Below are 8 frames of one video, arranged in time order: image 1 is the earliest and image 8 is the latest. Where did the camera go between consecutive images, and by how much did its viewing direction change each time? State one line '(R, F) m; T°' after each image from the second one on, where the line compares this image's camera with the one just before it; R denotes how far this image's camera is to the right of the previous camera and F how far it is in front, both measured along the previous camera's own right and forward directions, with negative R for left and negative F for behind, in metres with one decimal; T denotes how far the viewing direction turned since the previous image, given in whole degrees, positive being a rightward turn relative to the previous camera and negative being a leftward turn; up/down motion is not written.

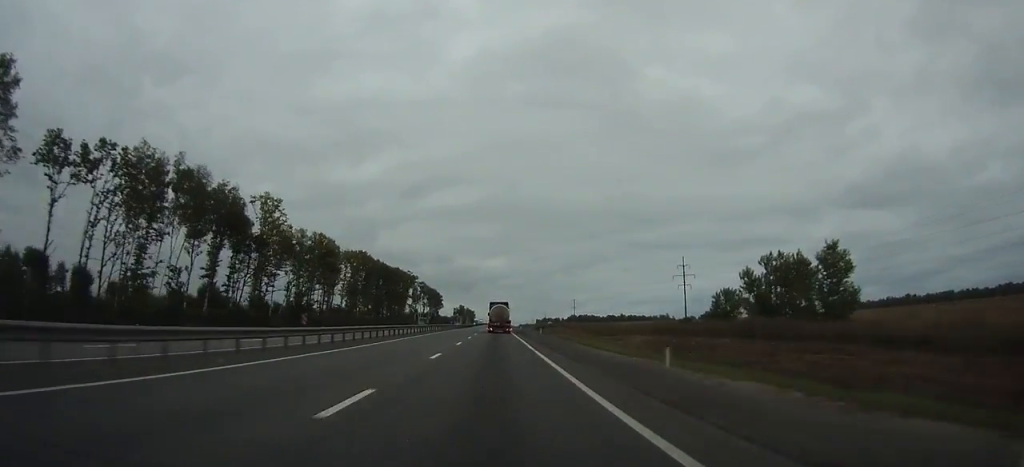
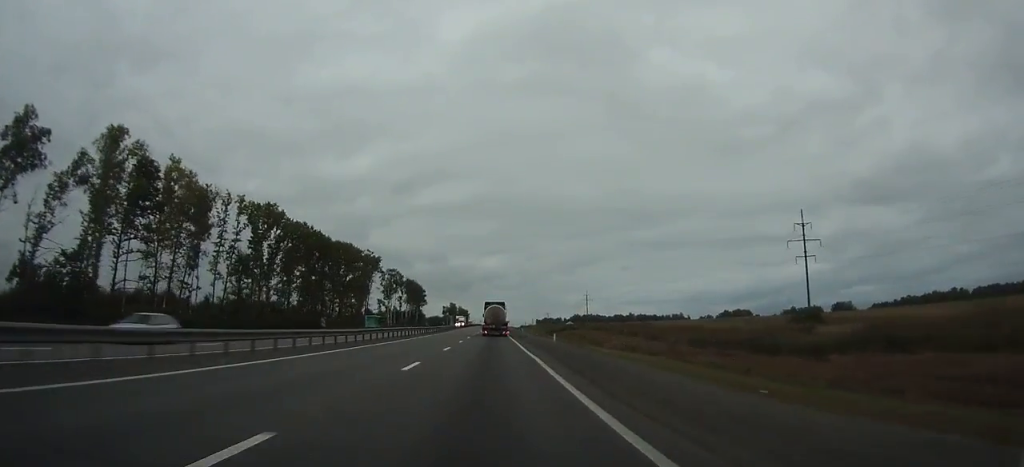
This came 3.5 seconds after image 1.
(0.0, +76.2) m; 0°
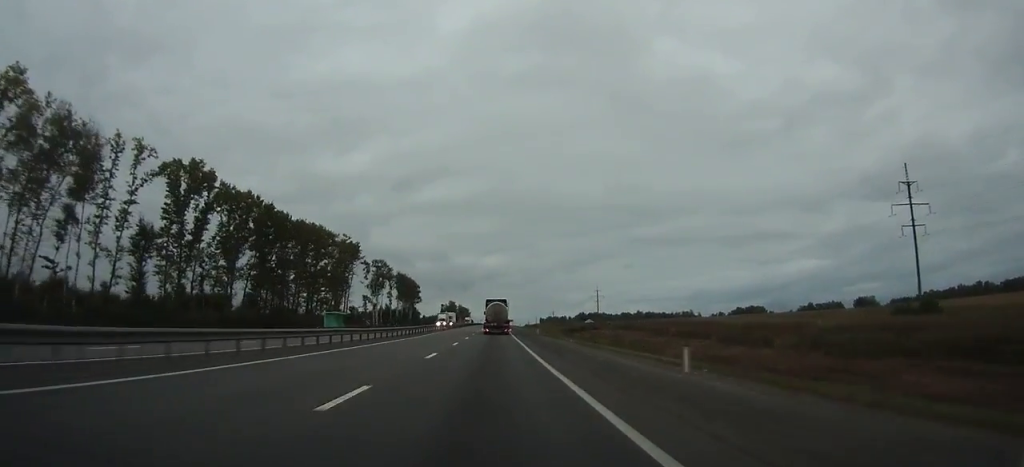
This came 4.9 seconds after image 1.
(-0.2, +31.7) m; 0°
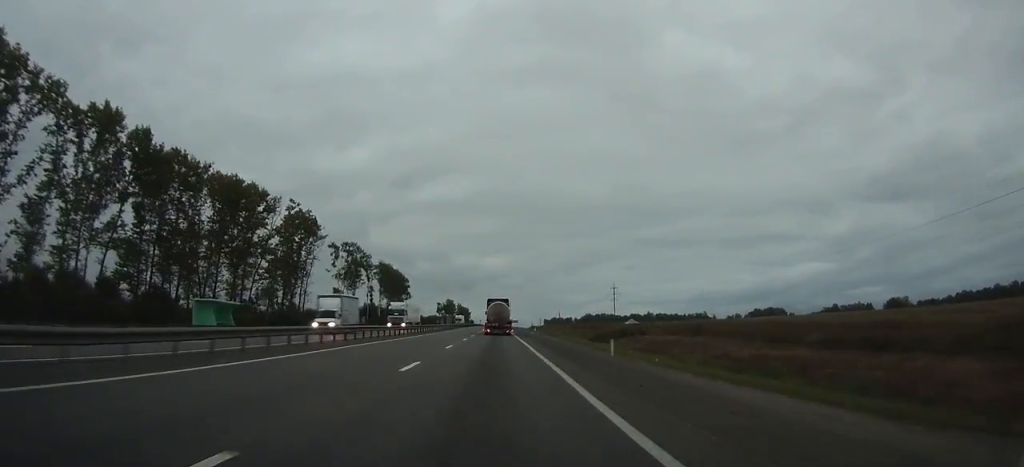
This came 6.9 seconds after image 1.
(+0.1, +42.4) m; 0°
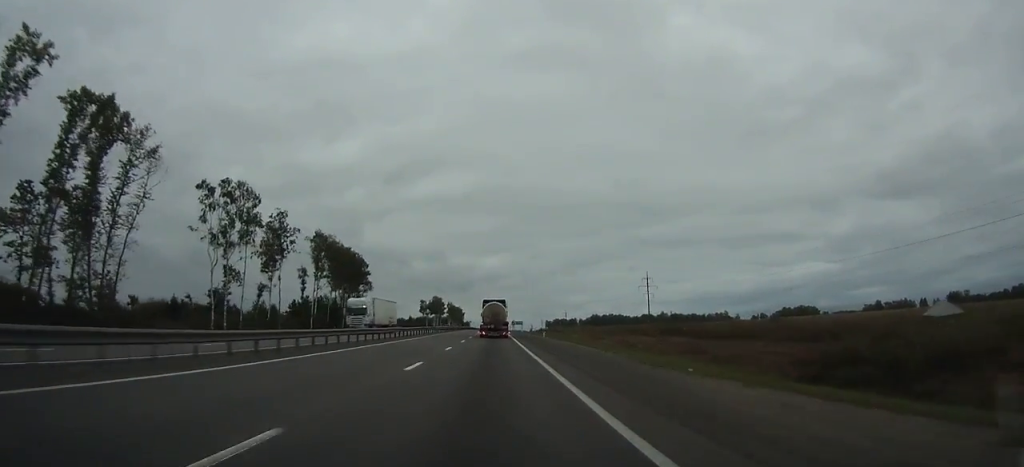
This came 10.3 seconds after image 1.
(+0.3, +70.7) m; 0°
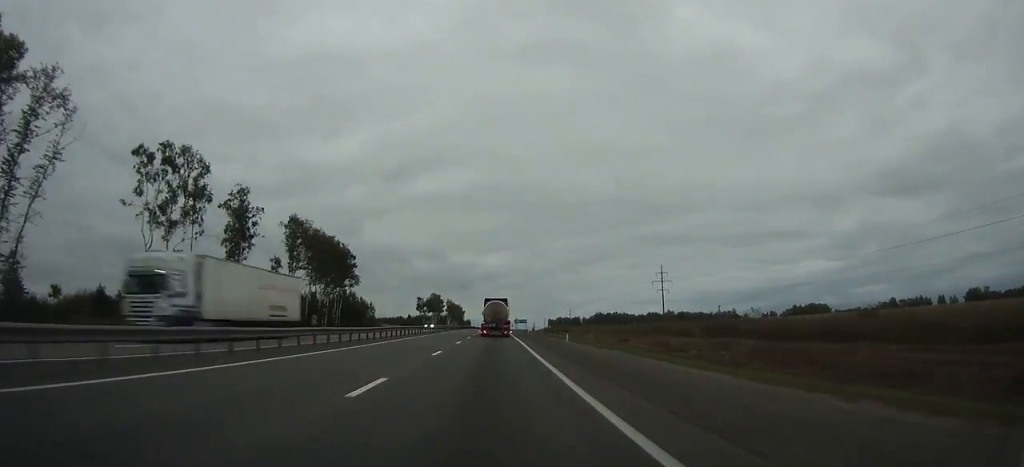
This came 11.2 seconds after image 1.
(0.0, +17.8) m; 0°
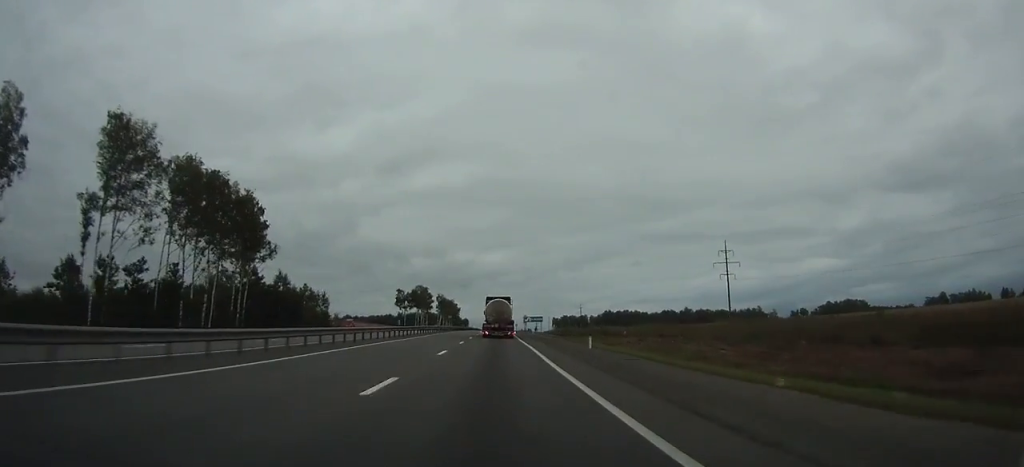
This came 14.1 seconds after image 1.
(-0.1, +59.1) m; 0°
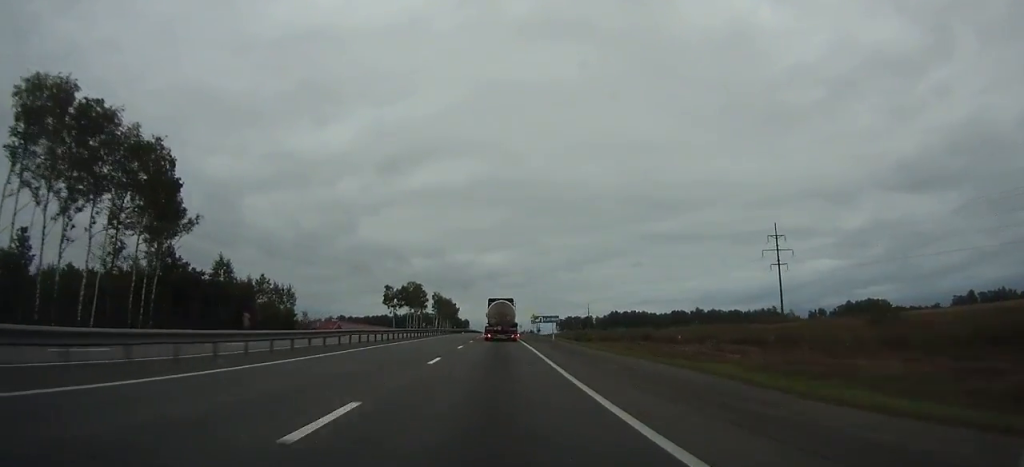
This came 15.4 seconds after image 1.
(+0.1, +27.5) m; 0°
